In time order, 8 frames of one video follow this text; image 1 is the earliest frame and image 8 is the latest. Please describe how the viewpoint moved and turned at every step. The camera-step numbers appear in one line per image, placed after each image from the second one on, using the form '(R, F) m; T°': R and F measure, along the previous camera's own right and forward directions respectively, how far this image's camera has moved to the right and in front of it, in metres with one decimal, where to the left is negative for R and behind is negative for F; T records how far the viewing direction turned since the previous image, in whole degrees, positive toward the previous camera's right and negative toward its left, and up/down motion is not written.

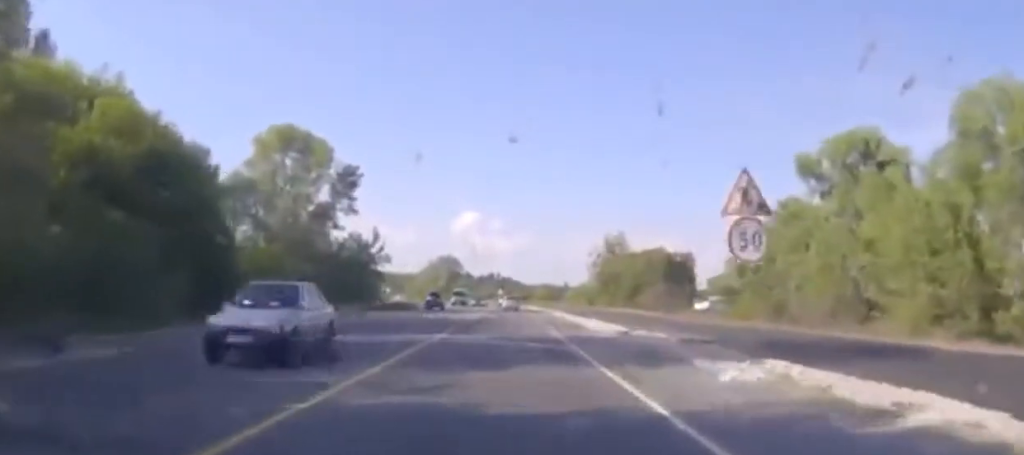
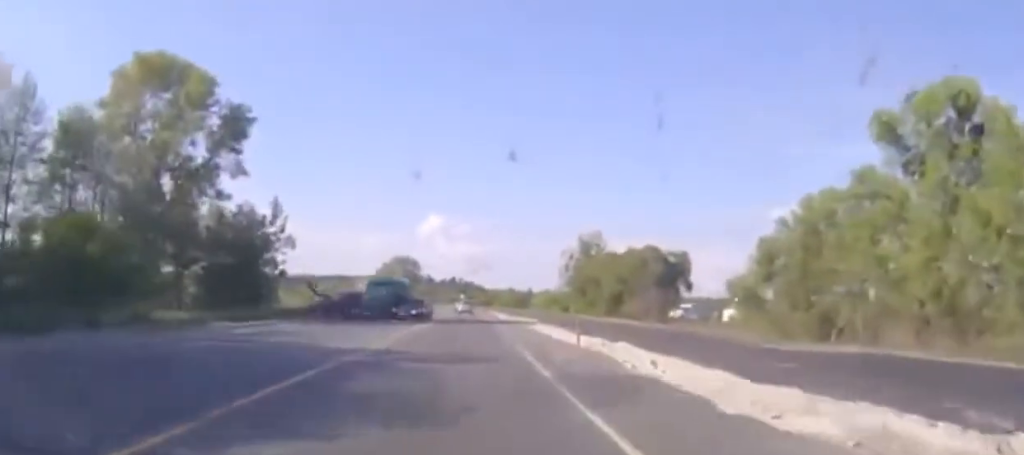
(0.0, +22.9) m; +1°
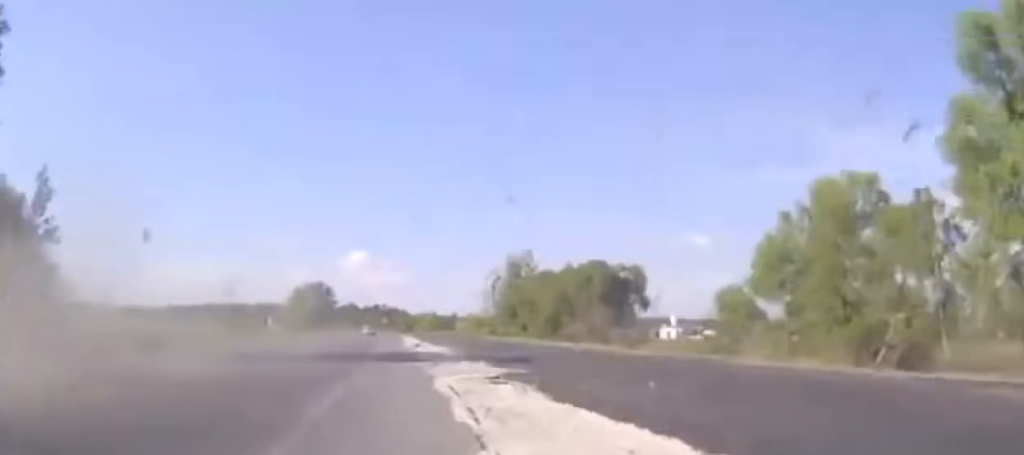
(+0.5, +24.8) m; +3°
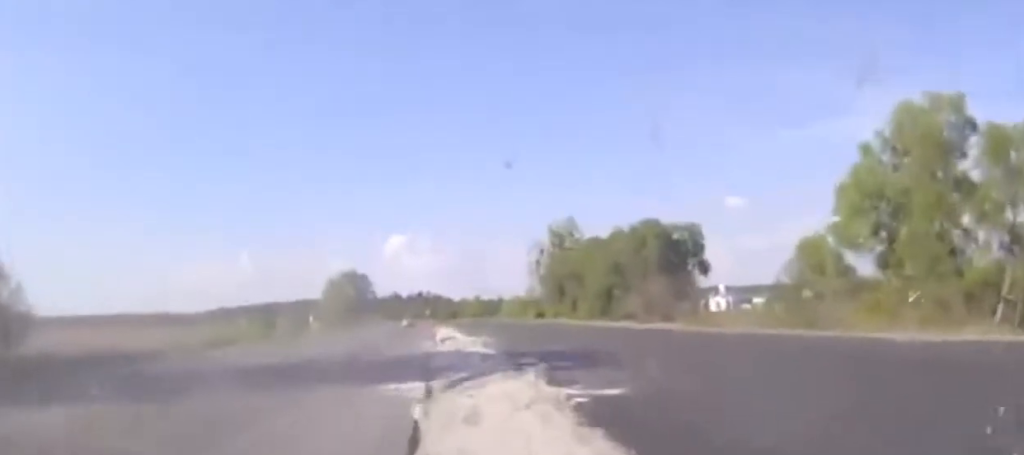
(+0.4, +12.7) m; +1°
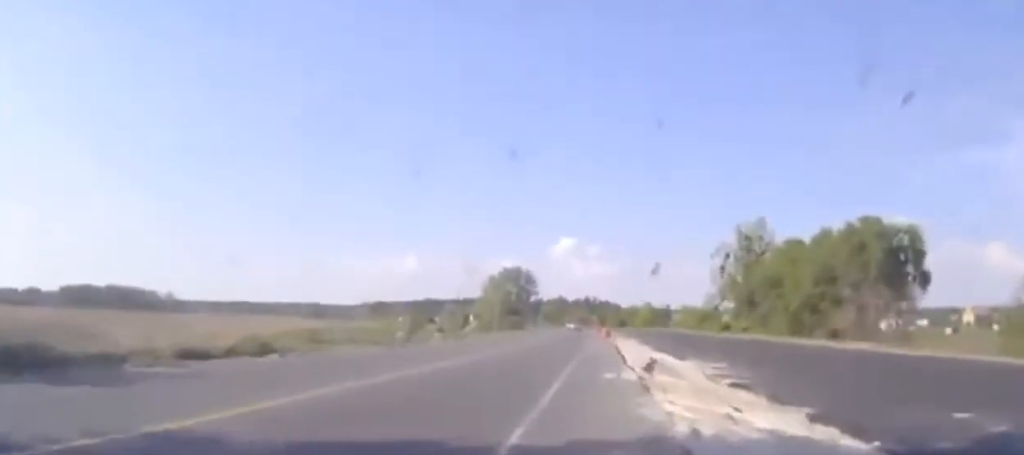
(-1.1, +20.0) m; -9°
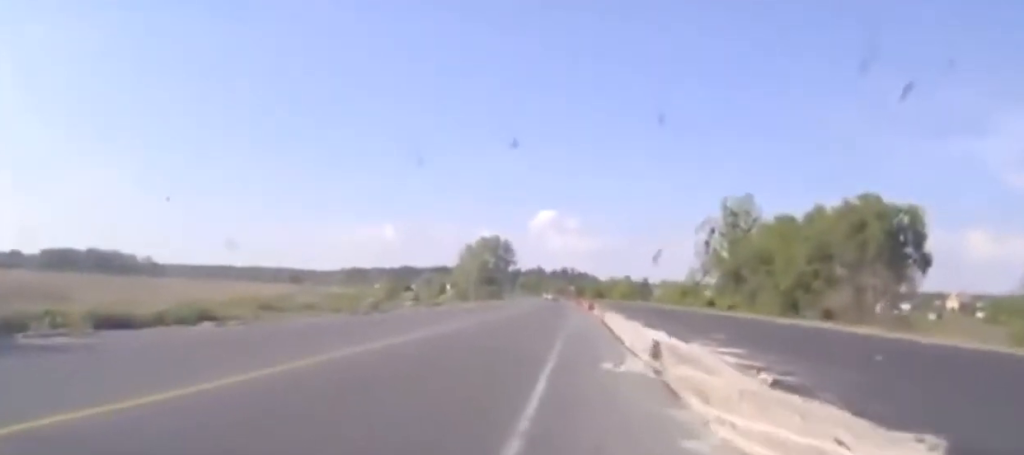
(-0.1, +4.4) m; -1°
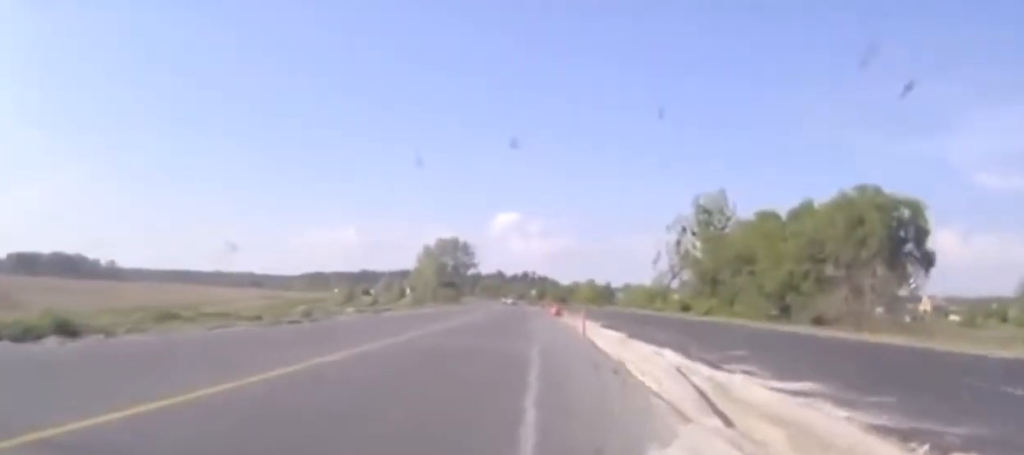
(-0.2, +7.1) m; 0°
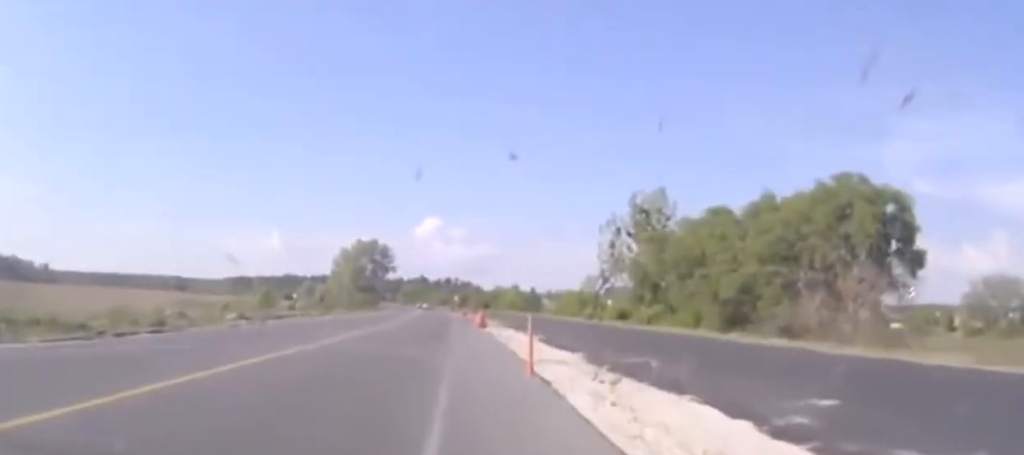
(+0.3, +10.2) m; +3°
